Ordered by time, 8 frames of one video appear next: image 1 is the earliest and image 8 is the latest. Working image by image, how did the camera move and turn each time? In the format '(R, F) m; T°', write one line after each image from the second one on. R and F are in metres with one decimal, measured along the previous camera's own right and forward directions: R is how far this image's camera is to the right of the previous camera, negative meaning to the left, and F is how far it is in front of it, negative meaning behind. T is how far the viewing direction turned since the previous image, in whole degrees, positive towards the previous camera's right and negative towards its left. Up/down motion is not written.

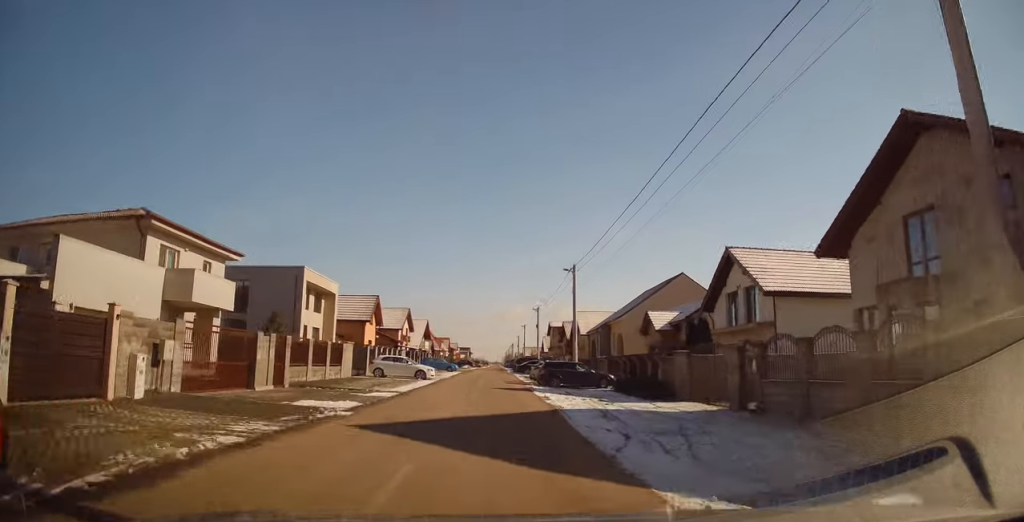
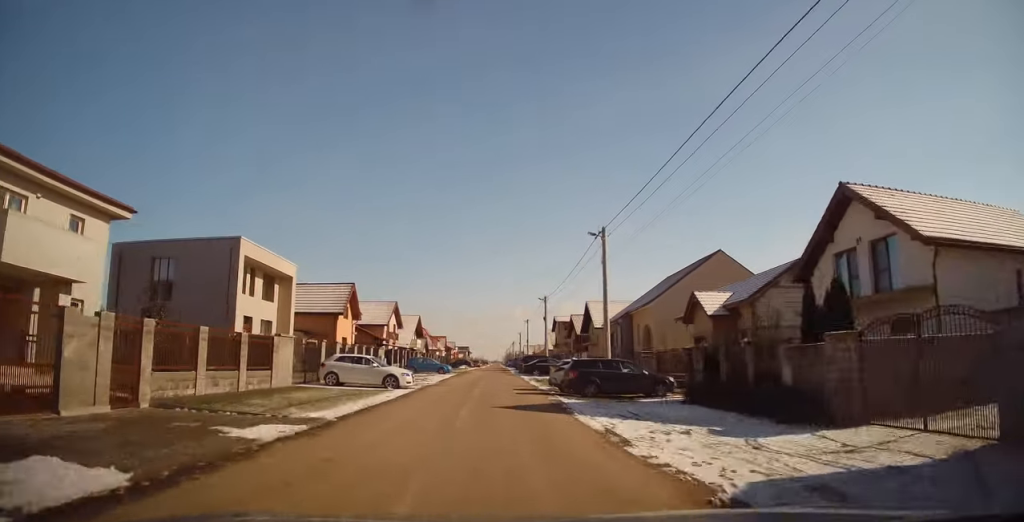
(0.0, +10.1) m; 0°
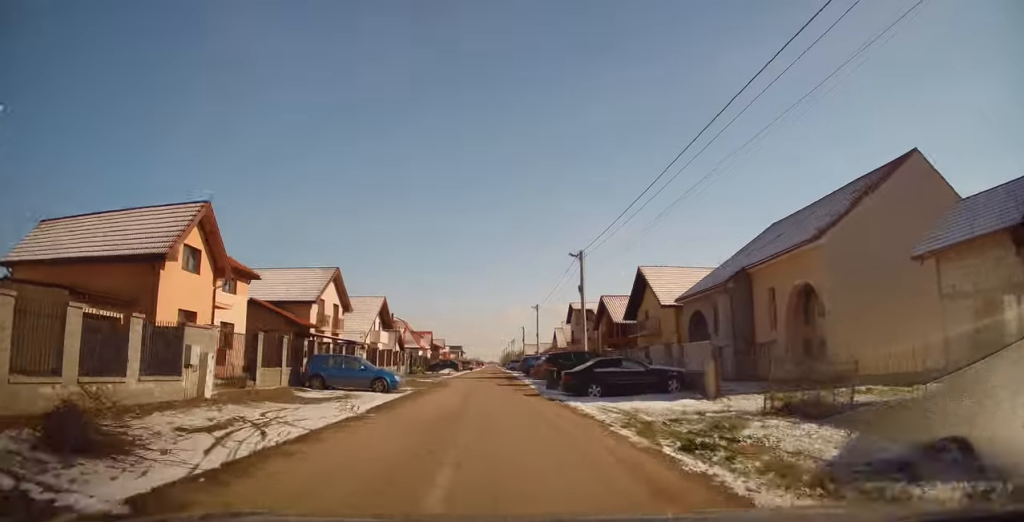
(-0.2, +25.6) m; -2°
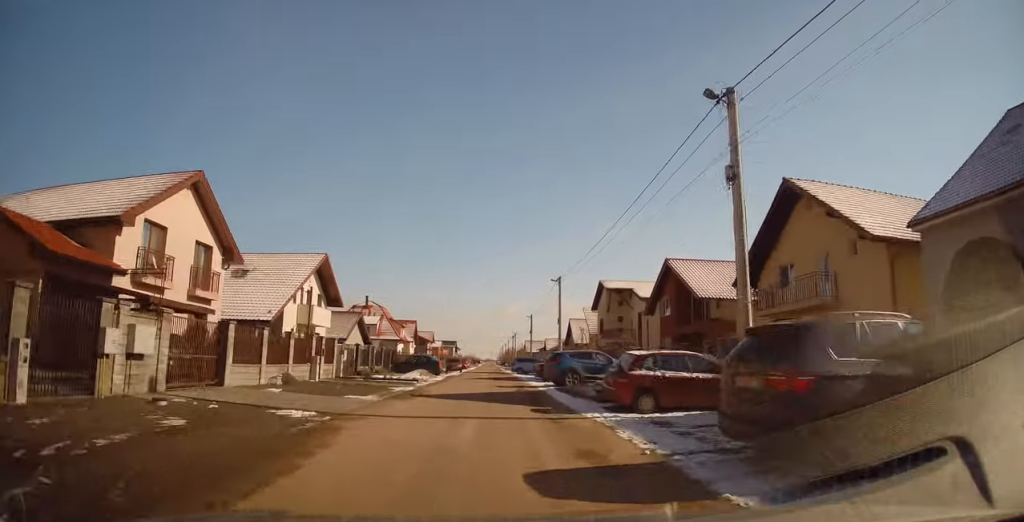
(0.0, +21.1) m; 0°
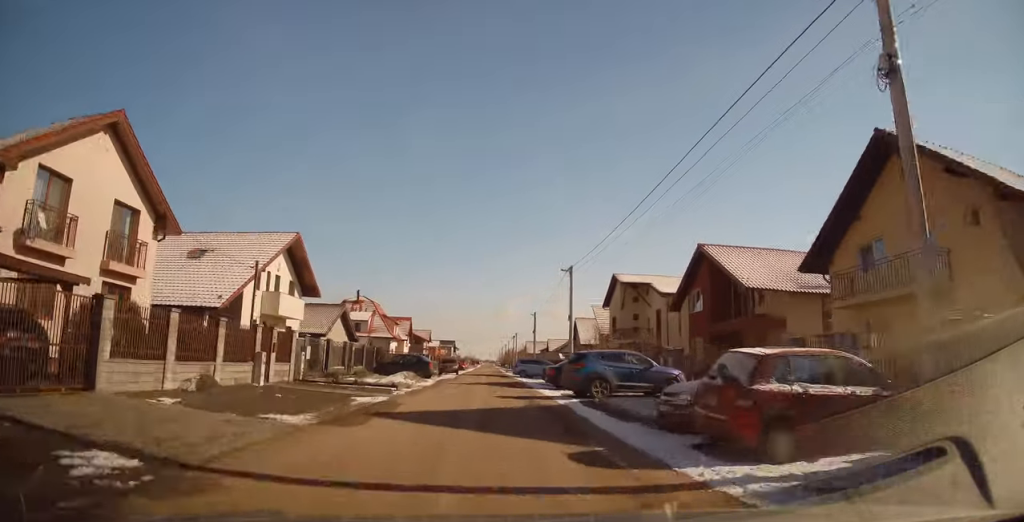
(0.0, +6.0) m; +1°
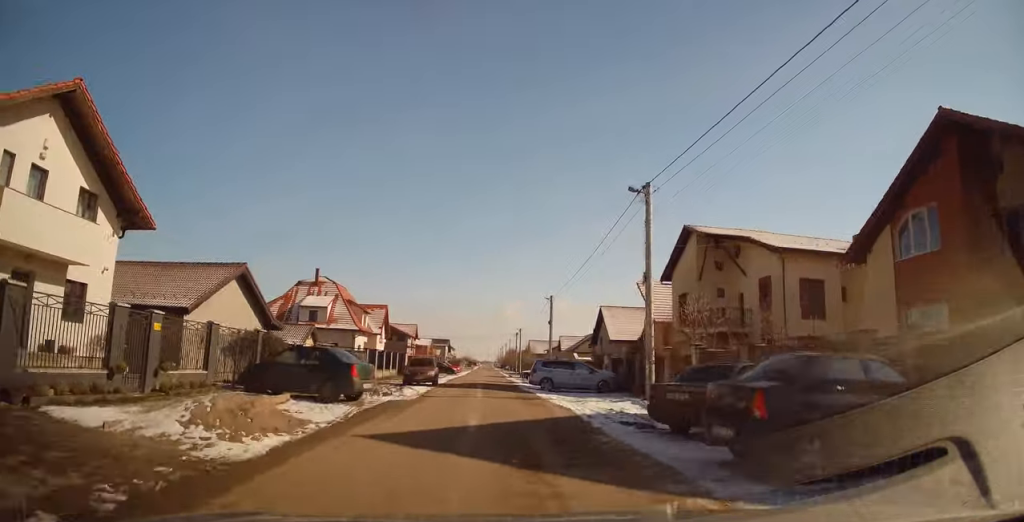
(+0.5, +20.0) m; +1°
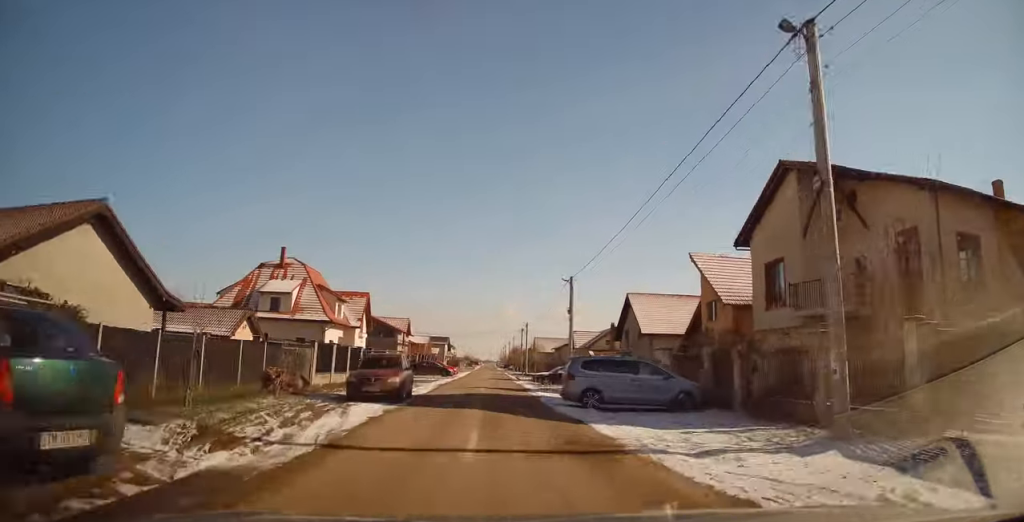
(0.0, +11.7) m; -1°
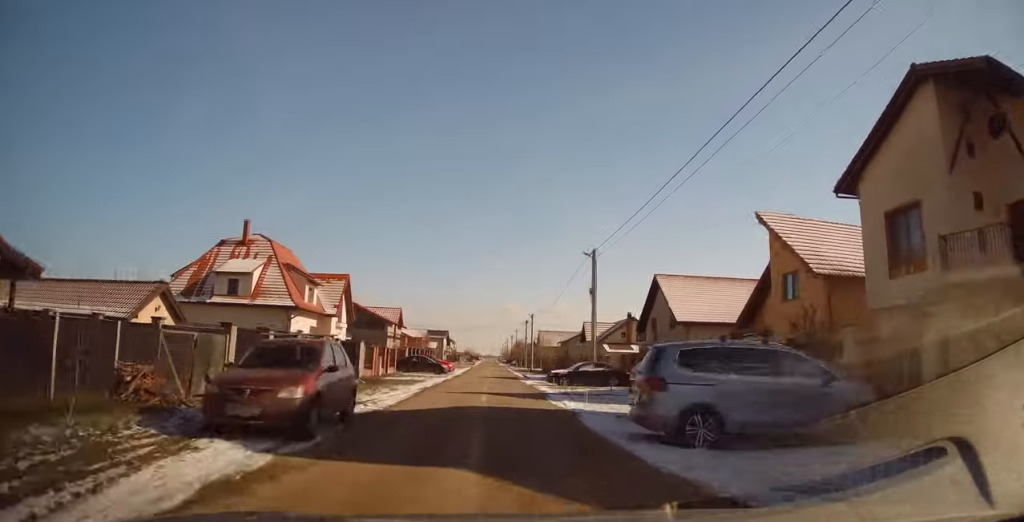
(-0.2, +8.6) m; -1°
